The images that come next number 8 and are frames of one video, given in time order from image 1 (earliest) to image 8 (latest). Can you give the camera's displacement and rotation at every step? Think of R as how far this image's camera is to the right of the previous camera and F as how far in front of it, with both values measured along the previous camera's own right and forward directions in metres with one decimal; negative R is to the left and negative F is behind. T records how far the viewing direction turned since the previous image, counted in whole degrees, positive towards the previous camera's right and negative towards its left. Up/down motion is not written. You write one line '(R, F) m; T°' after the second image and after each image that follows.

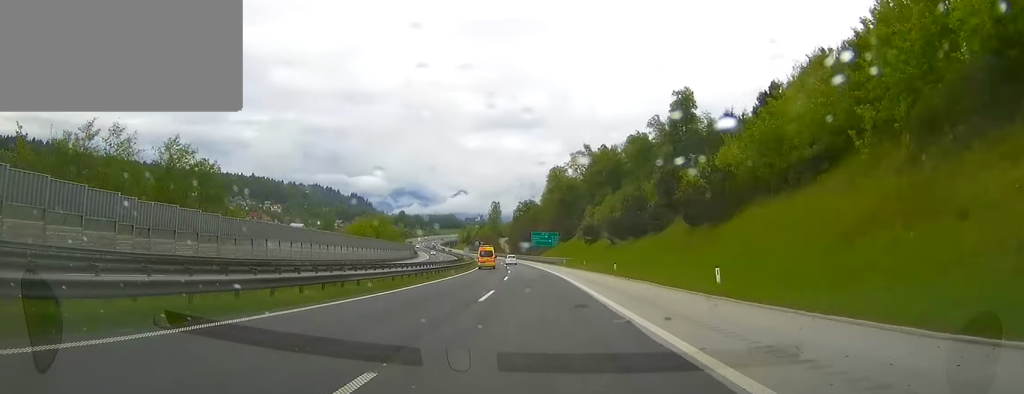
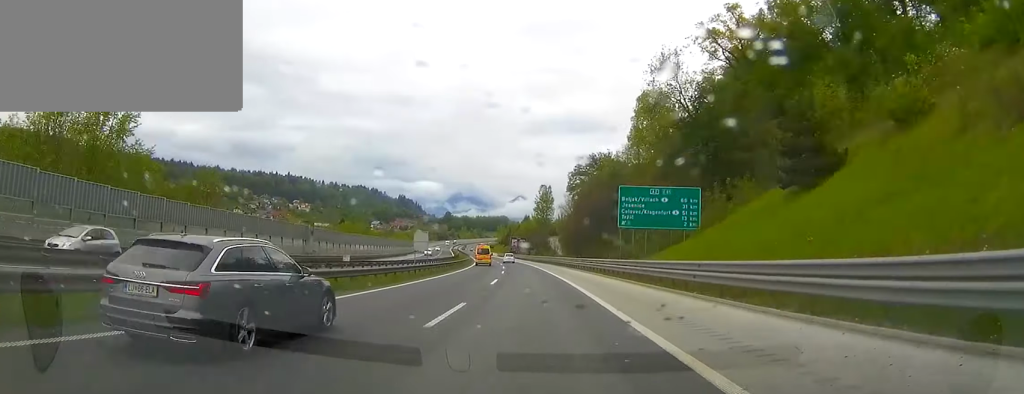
(-5.1, +95.9) m; -5°
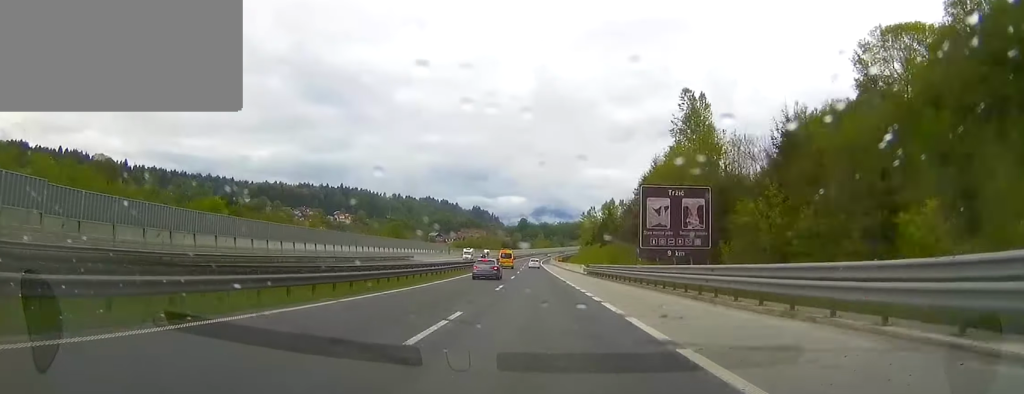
(-5.3, +143.8) m; -4°
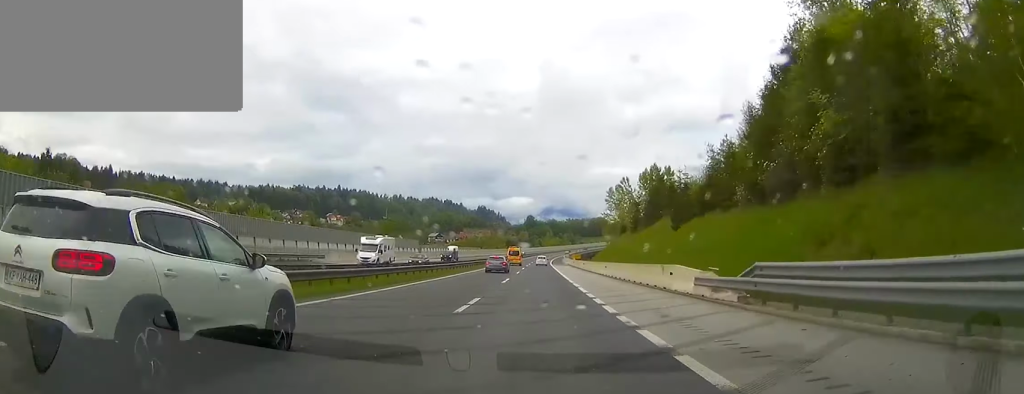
(-1.3, +47.8) m; -1°
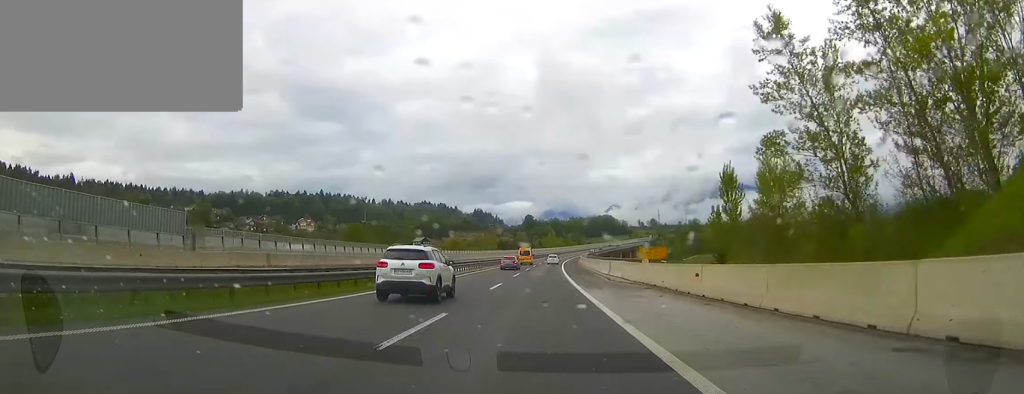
(-1.1, +76.5) m; -1°
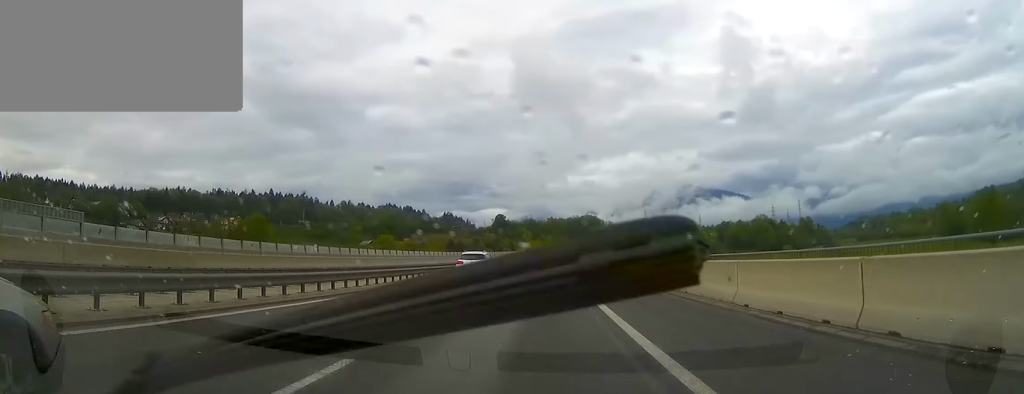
(0.0, +95.6) m; +1°
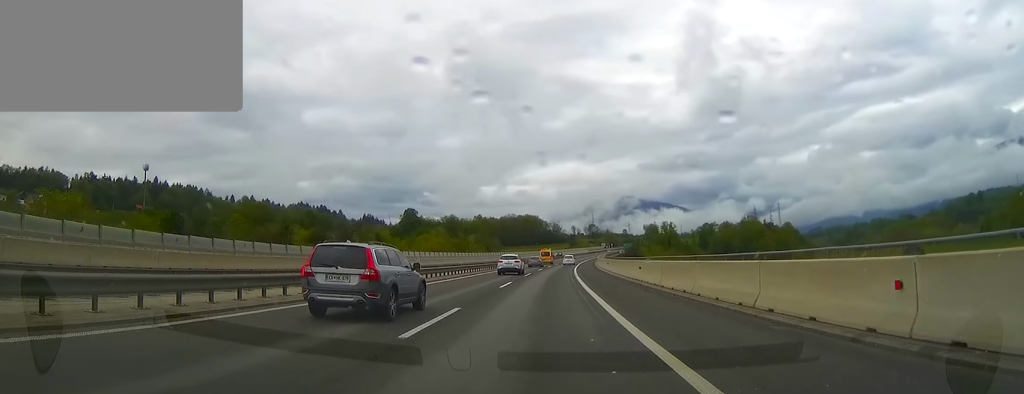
(+5.5, +133.3) m; +7°
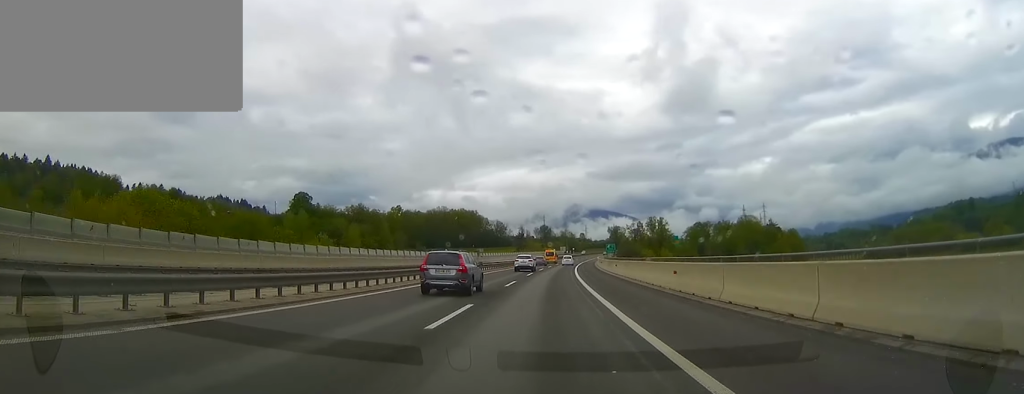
(+5.6, +104.8) m; +7°
